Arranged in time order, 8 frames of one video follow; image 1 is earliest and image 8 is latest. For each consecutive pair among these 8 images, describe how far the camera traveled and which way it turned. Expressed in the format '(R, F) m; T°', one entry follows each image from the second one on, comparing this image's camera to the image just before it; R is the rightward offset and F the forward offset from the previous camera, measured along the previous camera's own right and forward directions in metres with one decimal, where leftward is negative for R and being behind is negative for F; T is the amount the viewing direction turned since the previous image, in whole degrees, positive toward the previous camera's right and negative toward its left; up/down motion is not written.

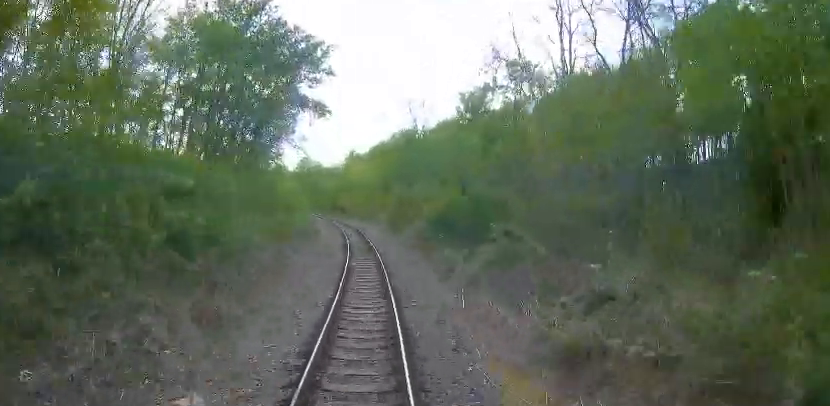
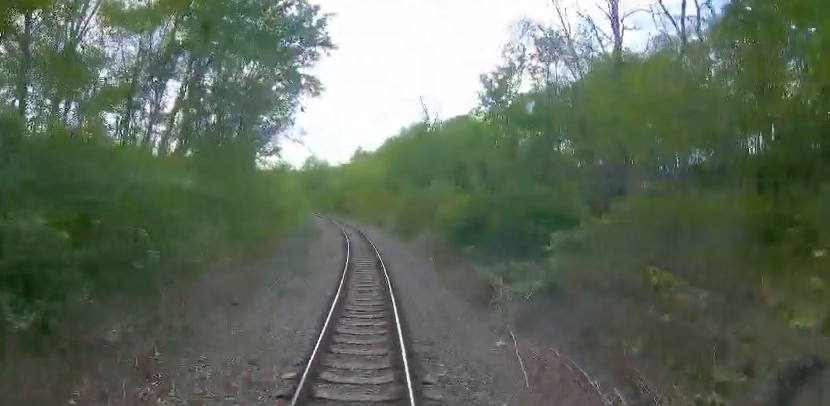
(-0.1, +4.9) m; -2°
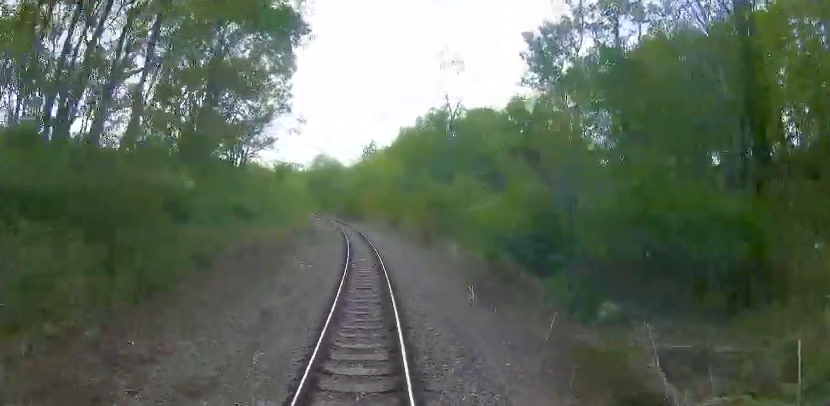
(-0.6, +7.5) m; -3°
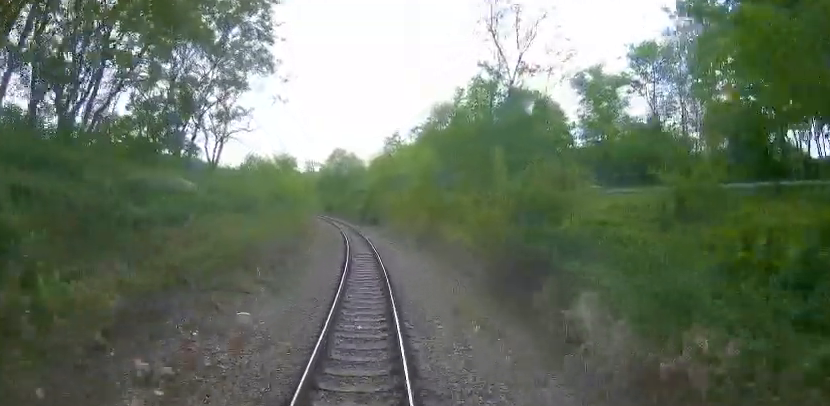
(-0.3, +14.0) m; -3°
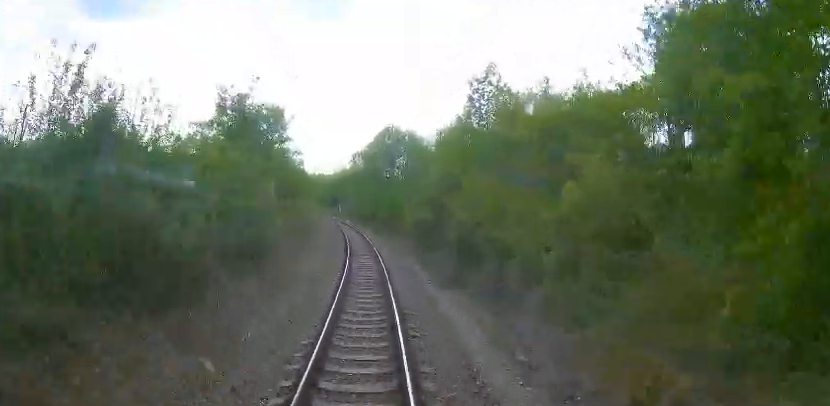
(-2.6, +34.7) m; -9°
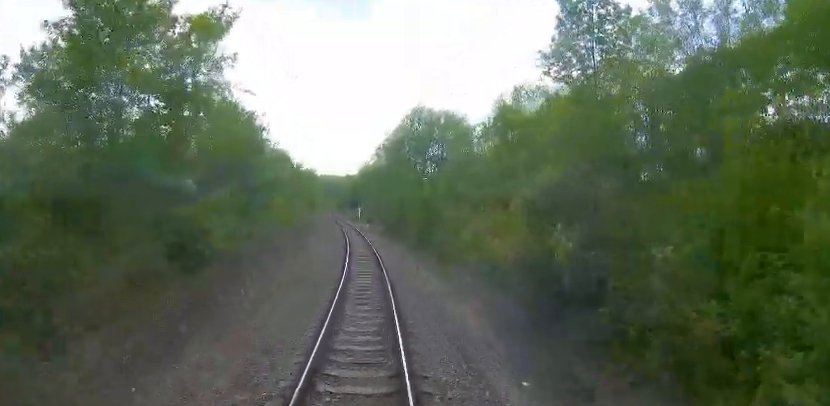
(-0.9, +15.8) m; -5°
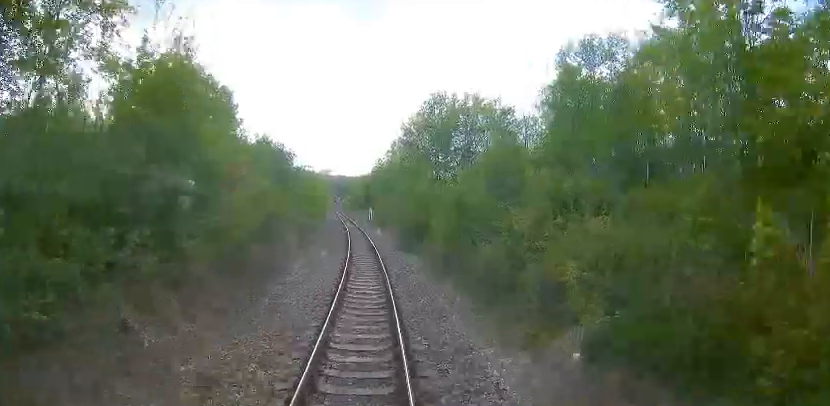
(-0.1, +8.8) m; -1°
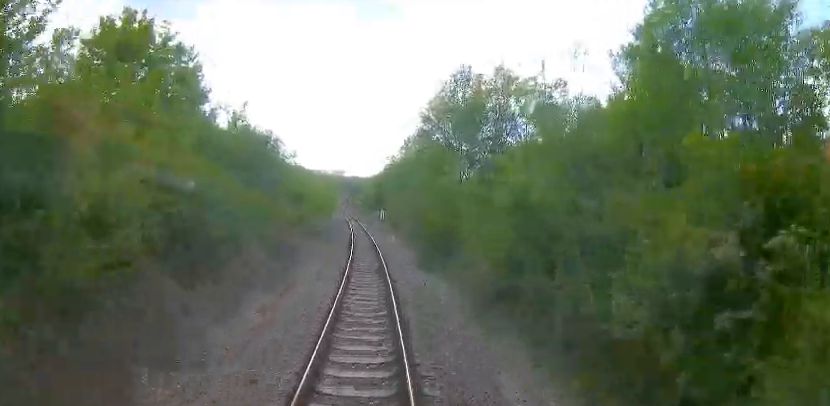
(0.0, +7.4) m; 0°
